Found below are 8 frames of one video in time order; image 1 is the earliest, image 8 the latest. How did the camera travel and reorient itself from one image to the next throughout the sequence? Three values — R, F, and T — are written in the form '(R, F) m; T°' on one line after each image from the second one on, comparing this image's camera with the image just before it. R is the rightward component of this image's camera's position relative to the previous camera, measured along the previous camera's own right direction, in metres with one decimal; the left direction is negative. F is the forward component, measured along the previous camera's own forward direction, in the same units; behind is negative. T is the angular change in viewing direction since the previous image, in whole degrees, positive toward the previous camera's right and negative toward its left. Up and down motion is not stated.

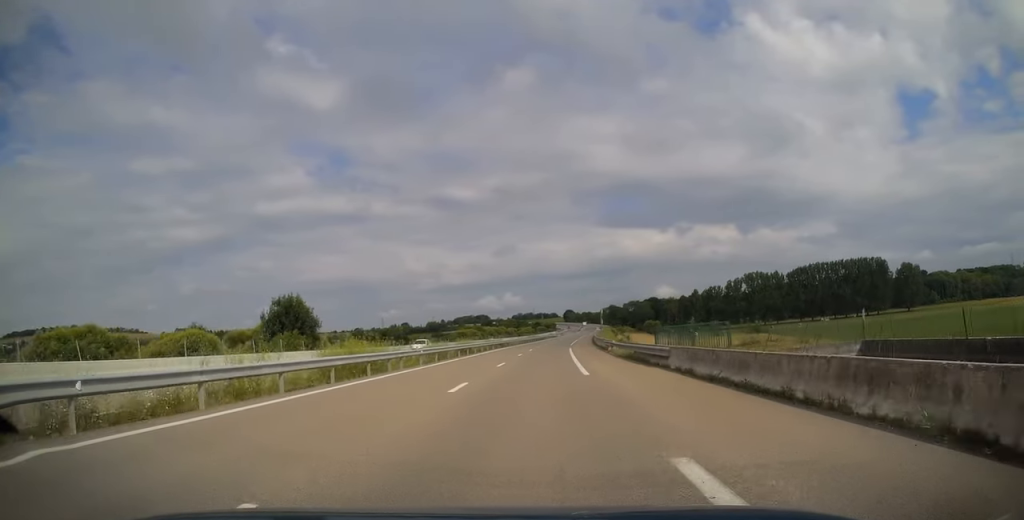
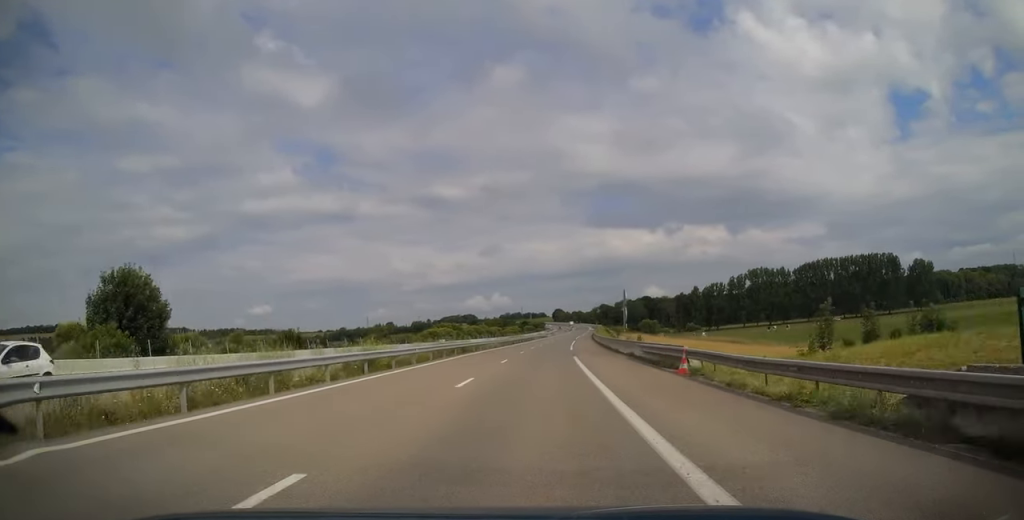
(+0.6, +25.4) m; +1°
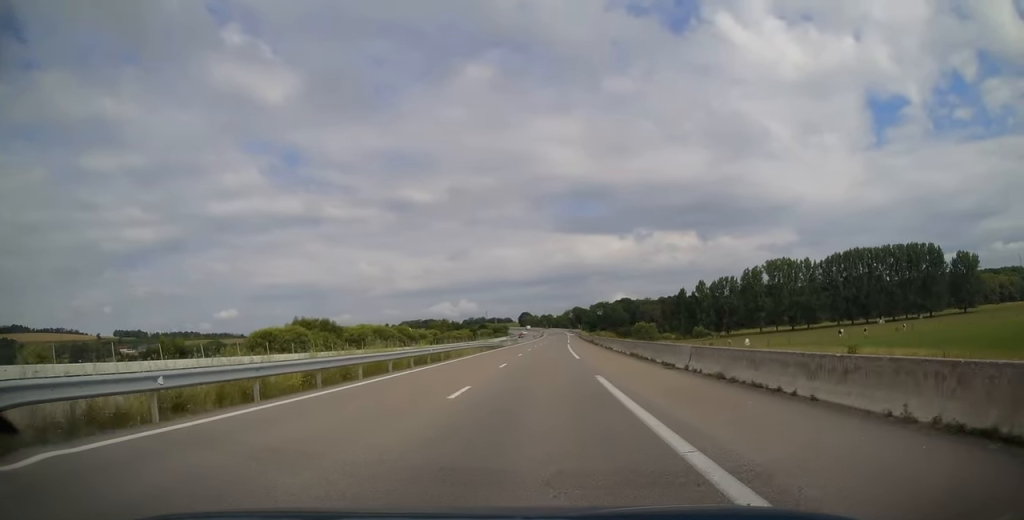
(+1.5, +68.9) m; +3°
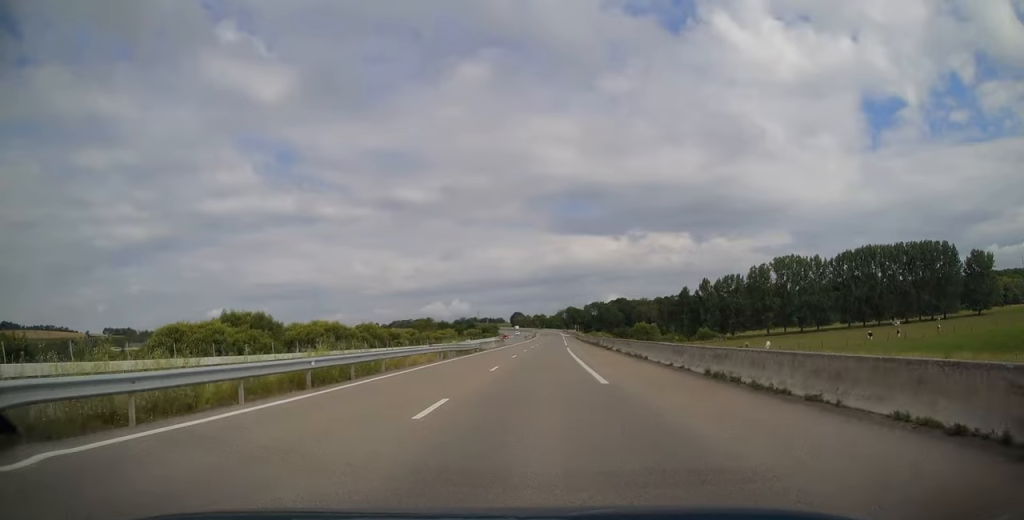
(+0.2, +16.6) m; 0°
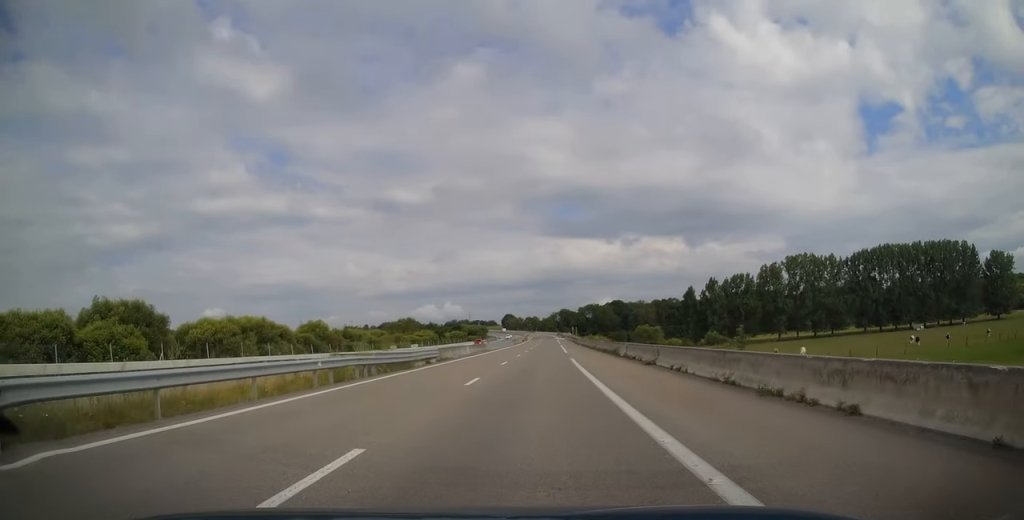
(0.0, +19.1) m; 0°
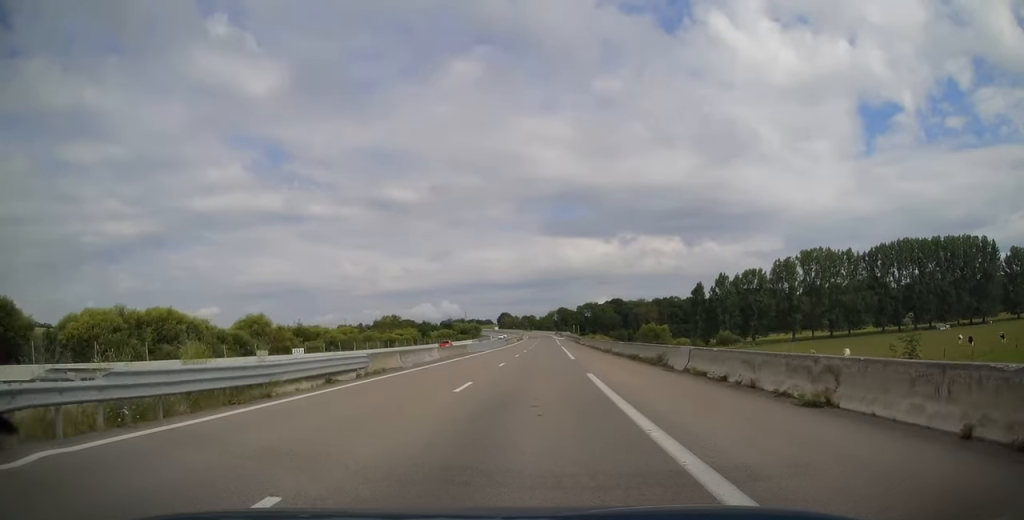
(-0.1, +15.7) m; 0°
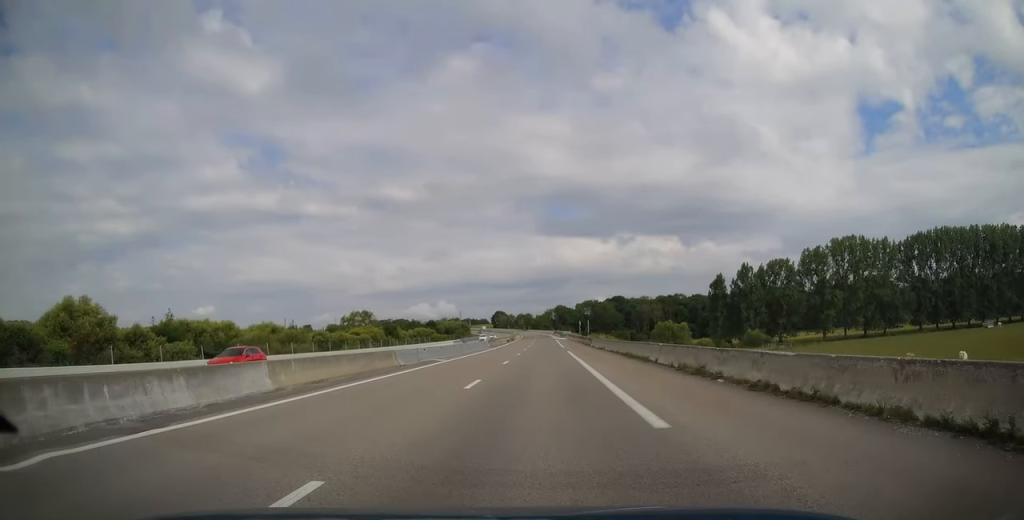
(+0.3, +25.9) m; +1°
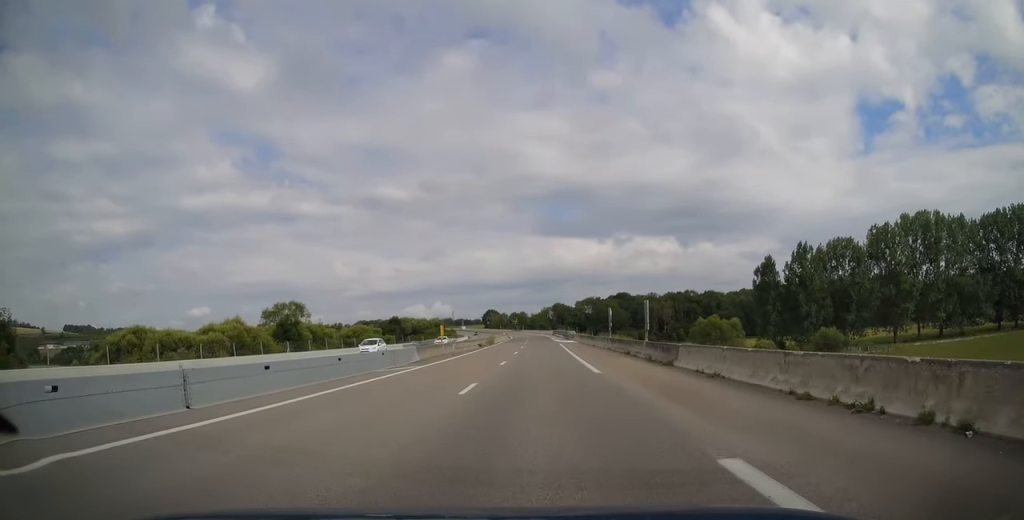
(0.0, +41.6) m; 0°
